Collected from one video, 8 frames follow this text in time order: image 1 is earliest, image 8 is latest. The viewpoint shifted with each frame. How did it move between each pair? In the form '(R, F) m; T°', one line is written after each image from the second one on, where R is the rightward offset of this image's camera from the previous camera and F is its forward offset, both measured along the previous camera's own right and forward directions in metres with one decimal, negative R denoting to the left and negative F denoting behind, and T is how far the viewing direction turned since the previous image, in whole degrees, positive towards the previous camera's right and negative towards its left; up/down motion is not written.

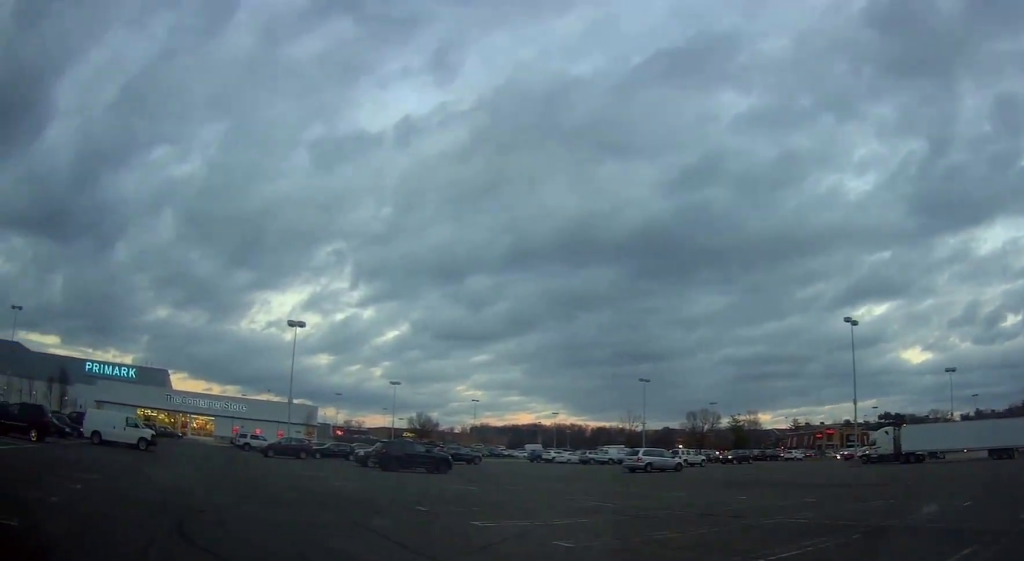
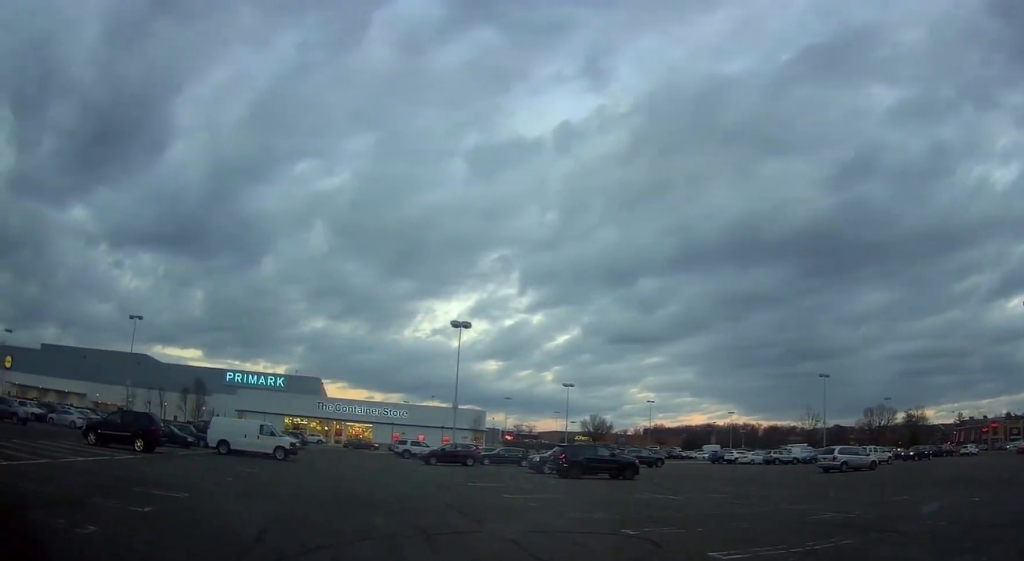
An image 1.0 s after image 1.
(-0.4, +4.0) m; -6°
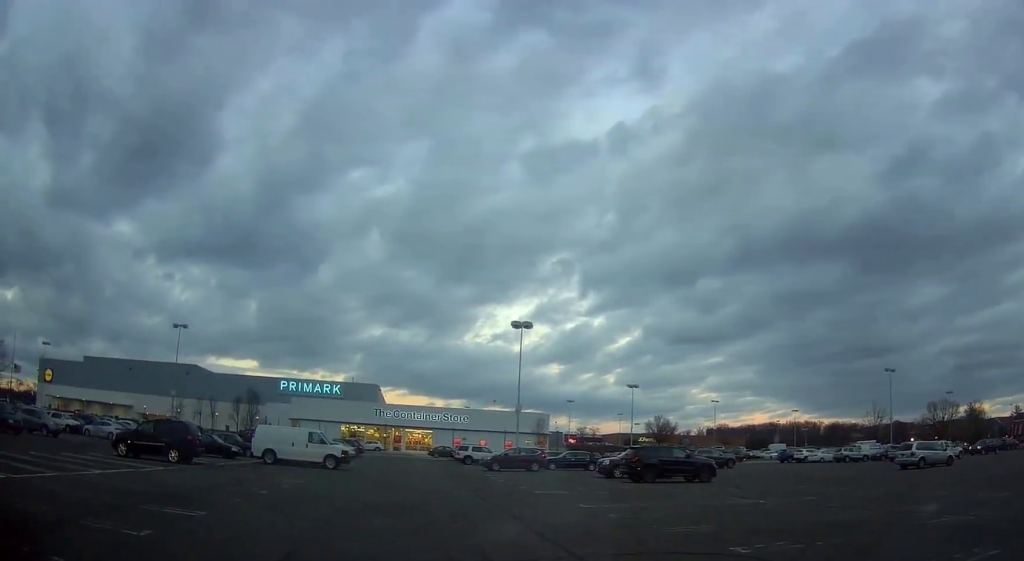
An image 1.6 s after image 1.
(+0.1, +2.2) m; 0°
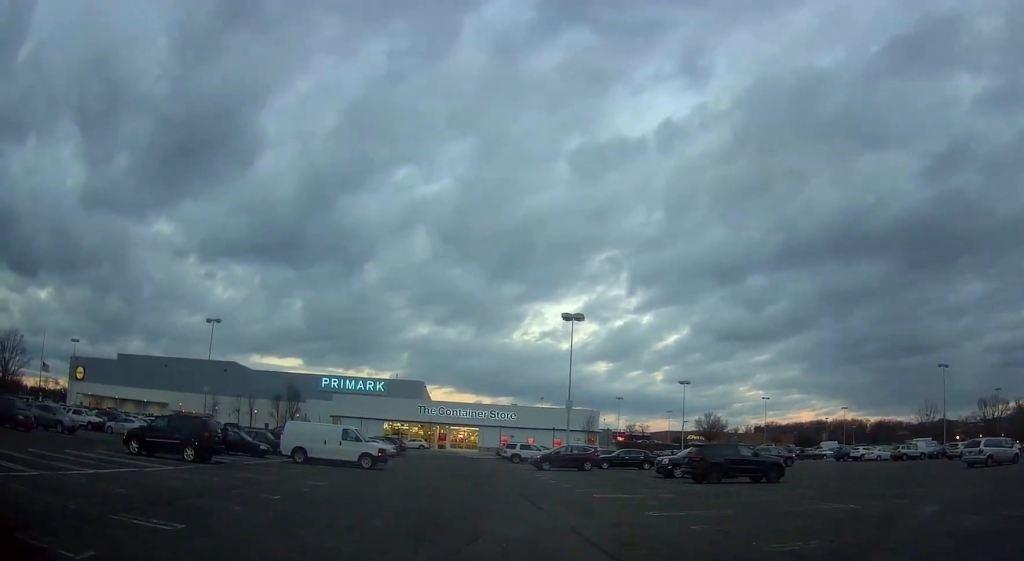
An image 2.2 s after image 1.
(-0.1, +2.6) m; +1°
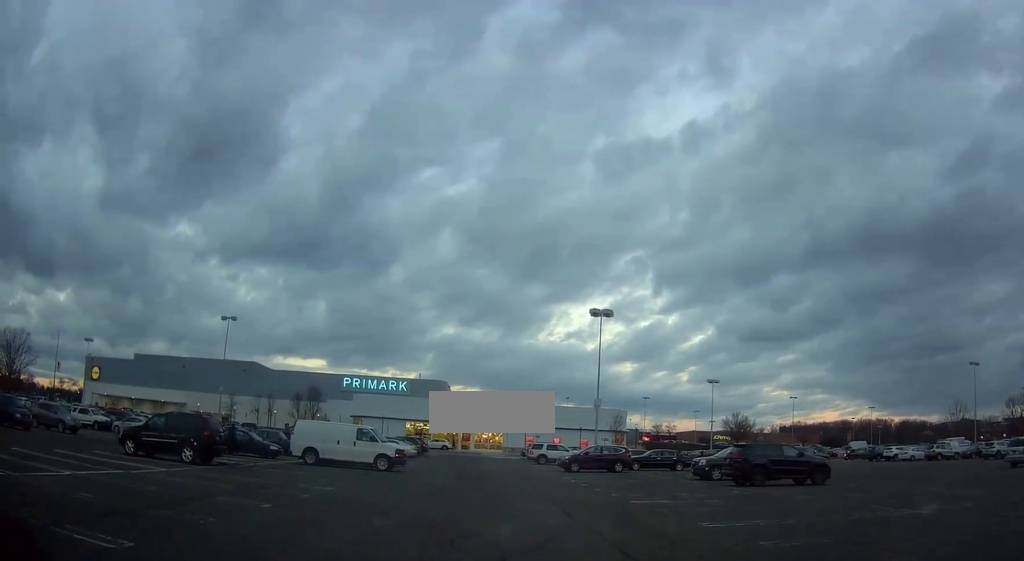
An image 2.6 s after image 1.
(0.0, +2.1) m; 0°
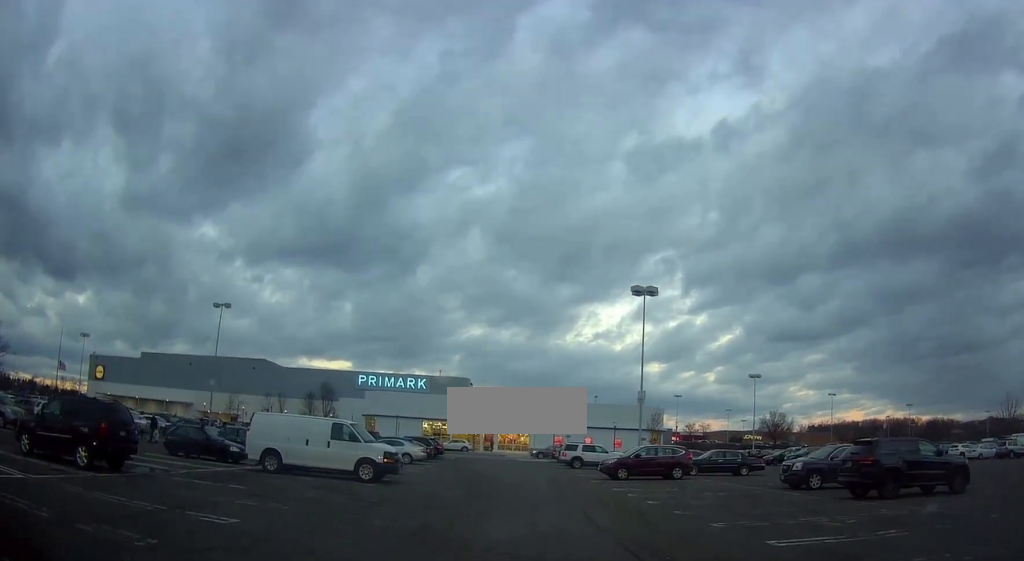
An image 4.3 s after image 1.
(-0.2, +8.1) m; -3°
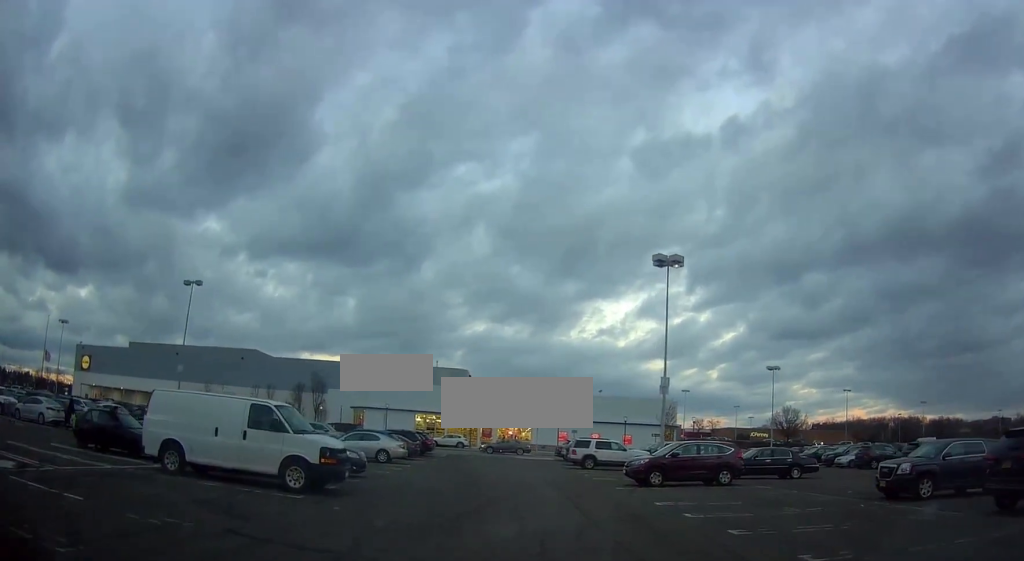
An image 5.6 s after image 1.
(+0.3, +7.0) m; +5°
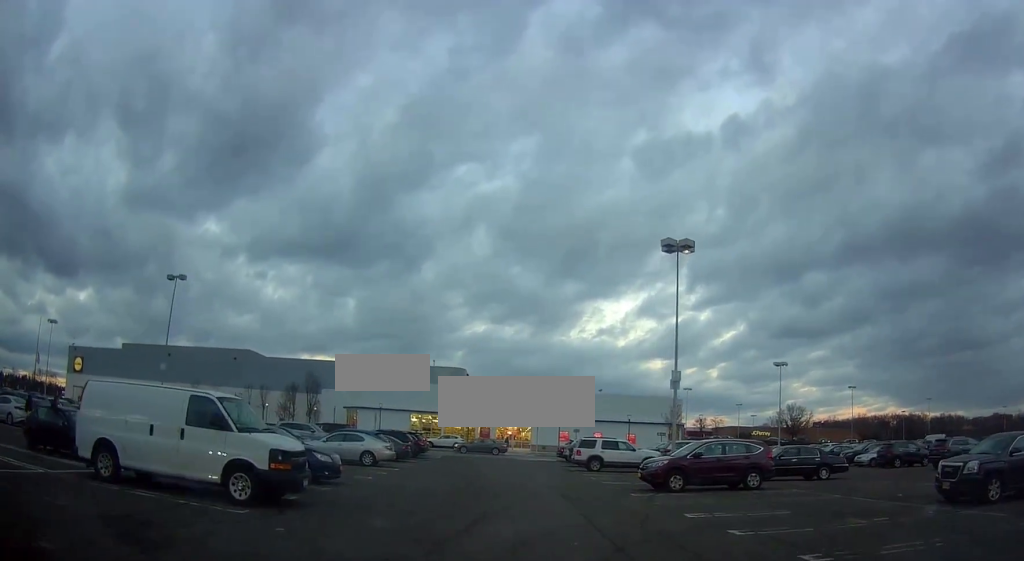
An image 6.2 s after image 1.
(+0.1, +3.0) m; 0°
